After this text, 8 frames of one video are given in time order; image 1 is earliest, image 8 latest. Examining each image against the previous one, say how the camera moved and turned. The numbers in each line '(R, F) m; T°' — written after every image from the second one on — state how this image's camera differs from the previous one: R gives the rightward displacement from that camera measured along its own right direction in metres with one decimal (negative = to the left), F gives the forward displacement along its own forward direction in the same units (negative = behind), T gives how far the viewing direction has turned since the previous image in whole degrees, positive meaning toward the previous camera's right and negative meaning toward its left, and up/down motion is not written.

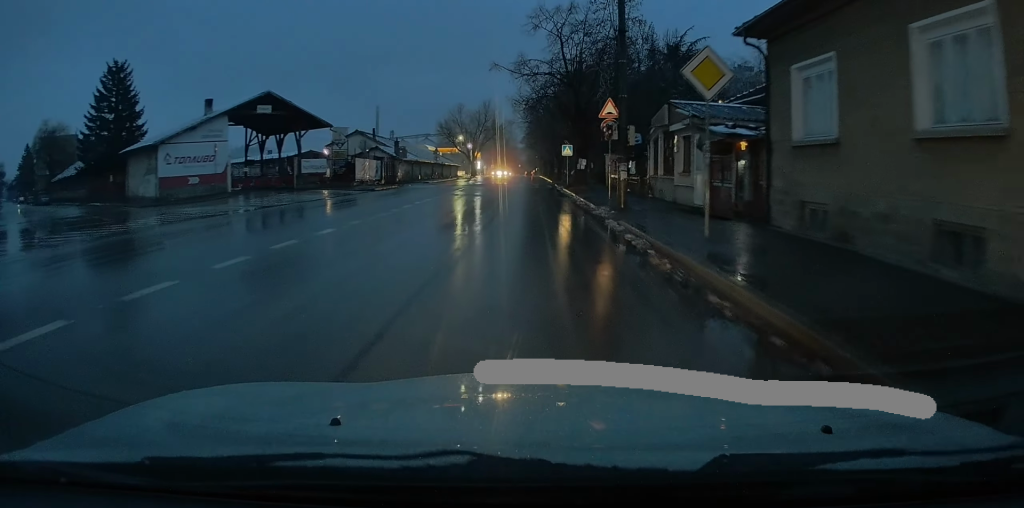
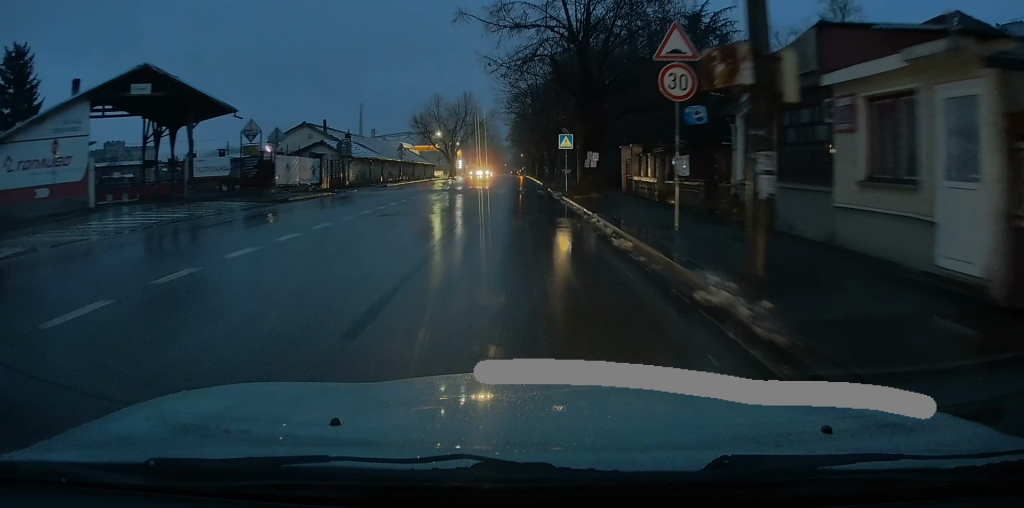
(-0.2, +12.8) m; 0°
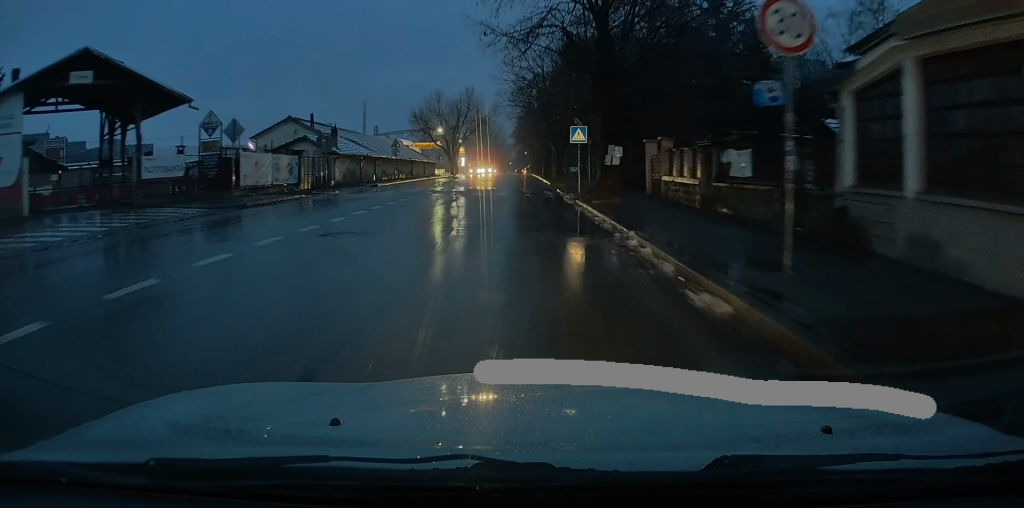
(+0.1, +4.8) m; +1°
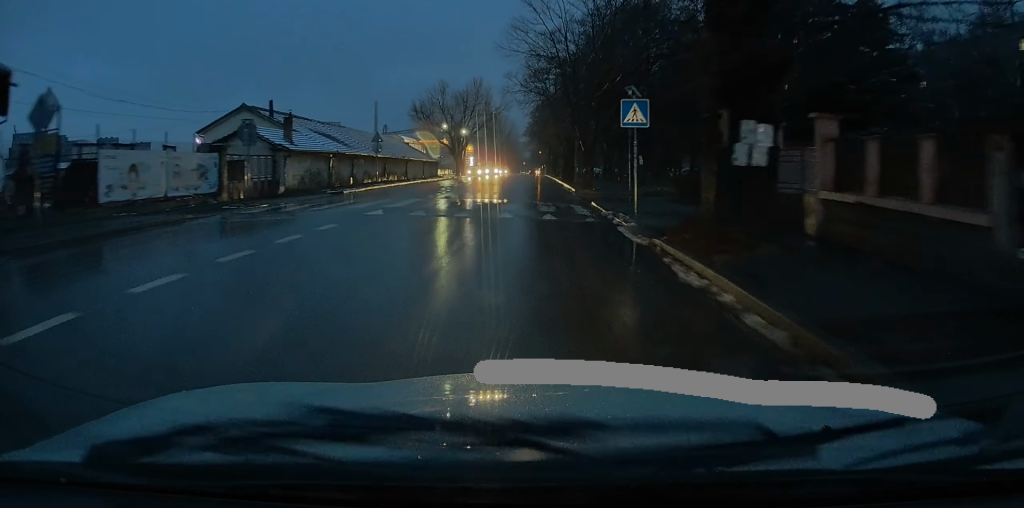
(-0.1, +11.3) m; -2°
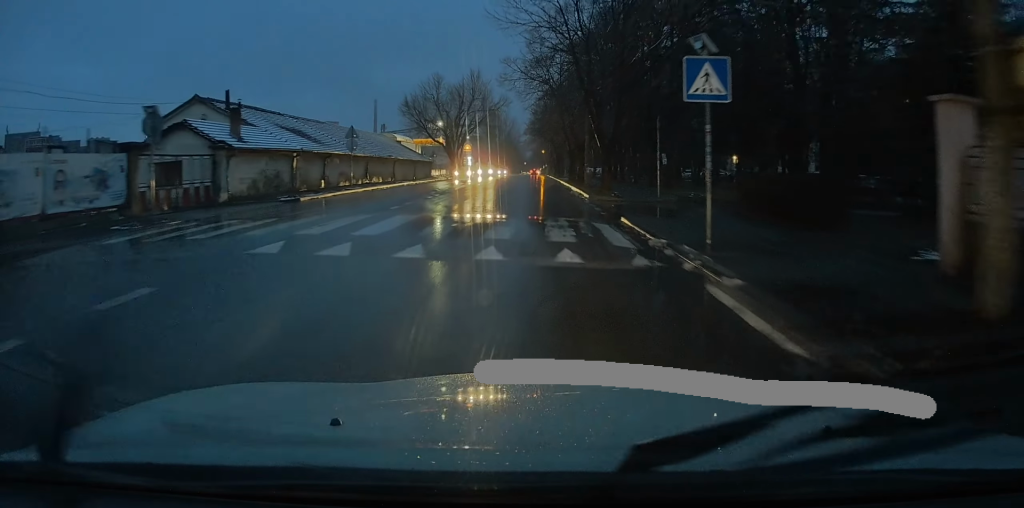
(-0.3, +6.4) m; +1°
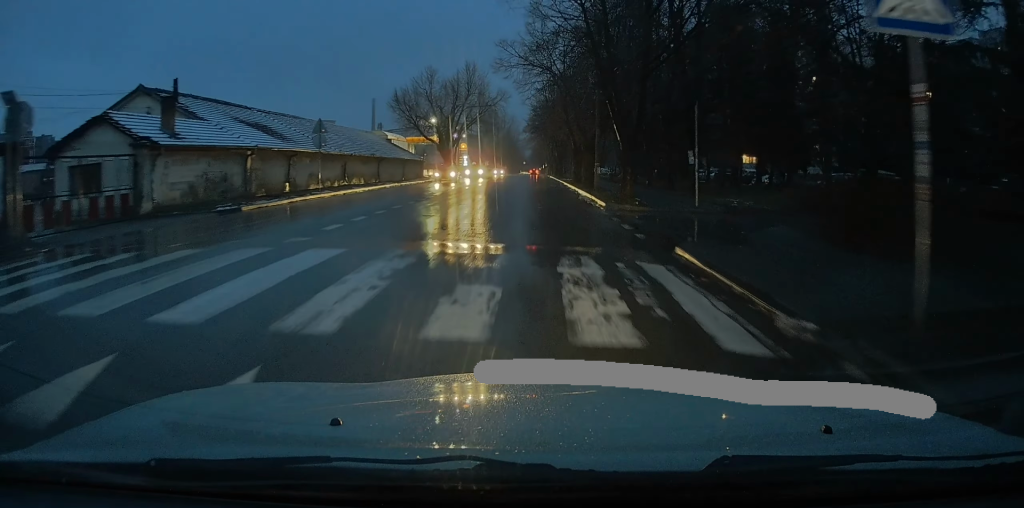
(+0.4, +5.5) m; -1°
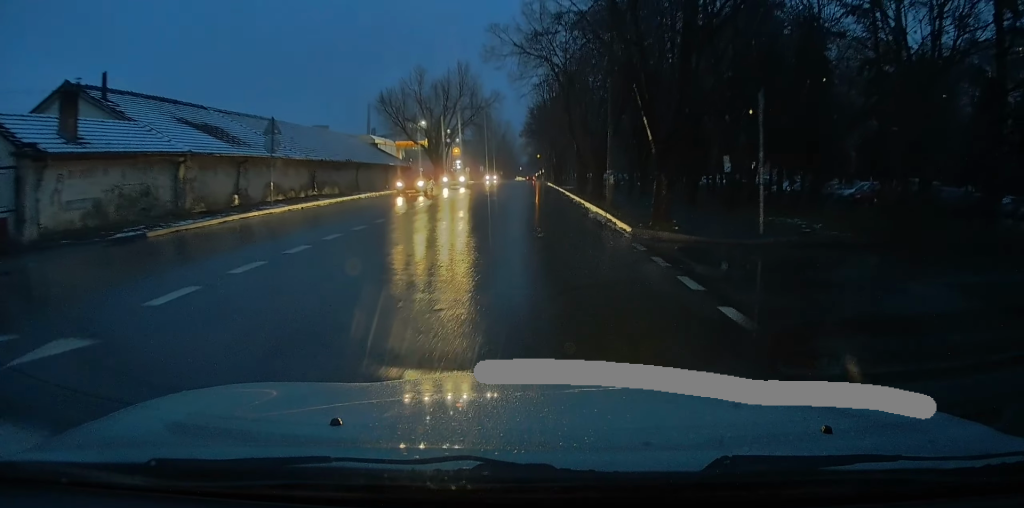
(-0.4, +5.5) m; -2°
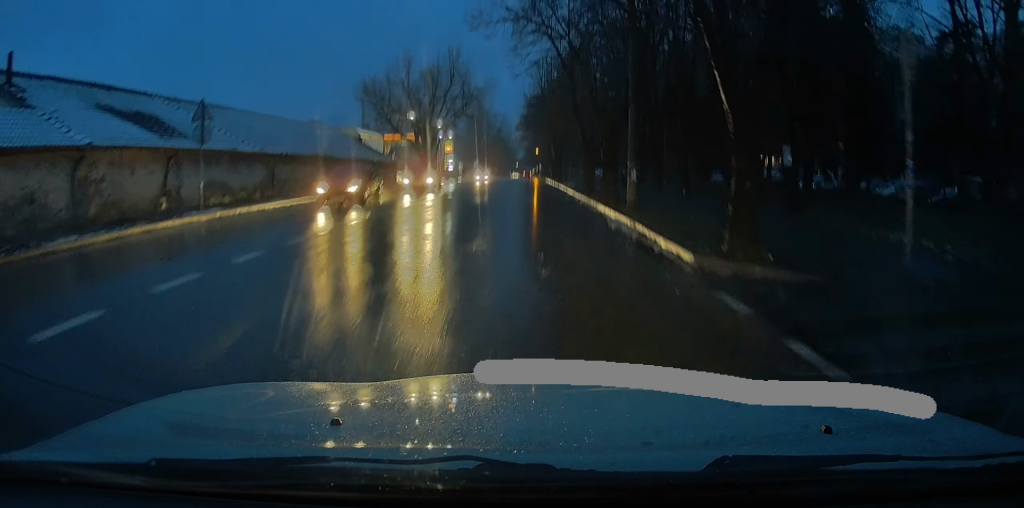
(+0.1, +5.7) m; 0°
